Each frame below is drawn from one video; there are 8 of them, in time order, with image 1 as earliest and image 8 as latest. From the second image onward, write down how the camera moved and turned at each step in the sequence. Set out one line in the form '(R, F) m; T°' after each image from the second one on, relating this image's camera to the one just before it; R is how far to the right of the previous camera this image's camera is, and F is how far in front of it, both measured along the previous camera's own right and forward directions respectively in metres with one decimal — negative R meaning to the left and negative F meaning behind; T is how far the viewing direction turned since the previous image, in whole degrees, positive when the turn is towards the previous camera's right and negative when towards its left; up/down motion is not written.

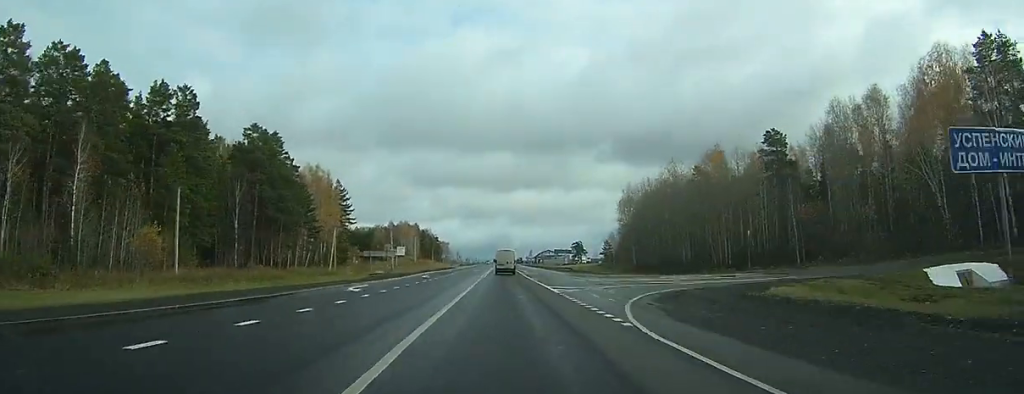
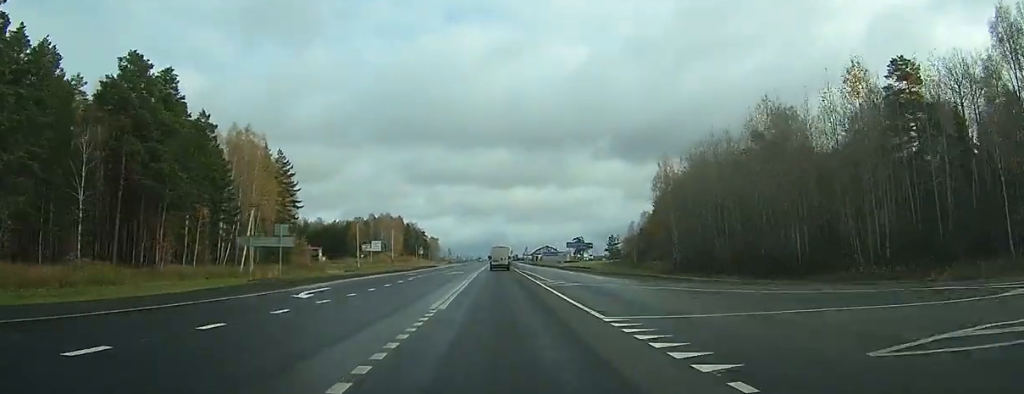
(+0.2, +36.0) m; 0°
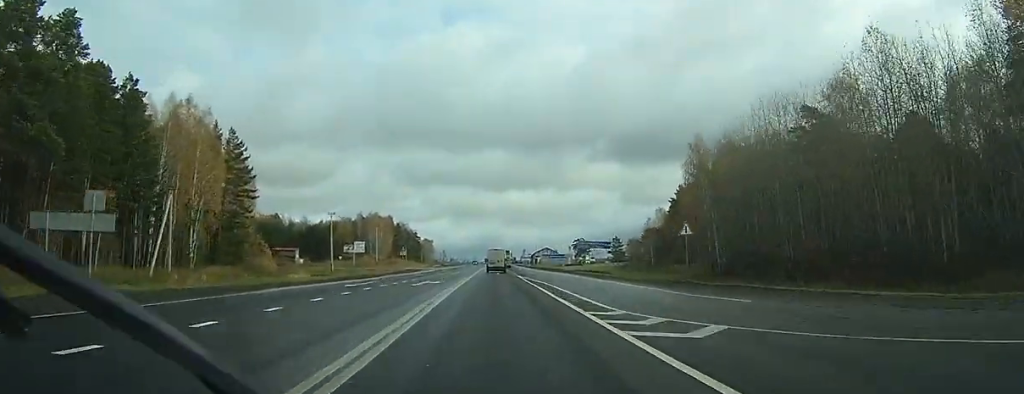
(+0.1, +19.2) m; 0°
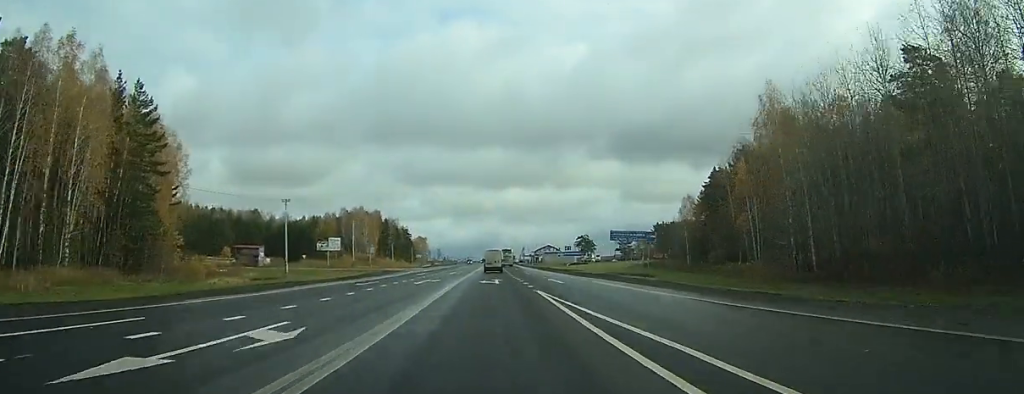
(0.0, +24.6) m; 0°
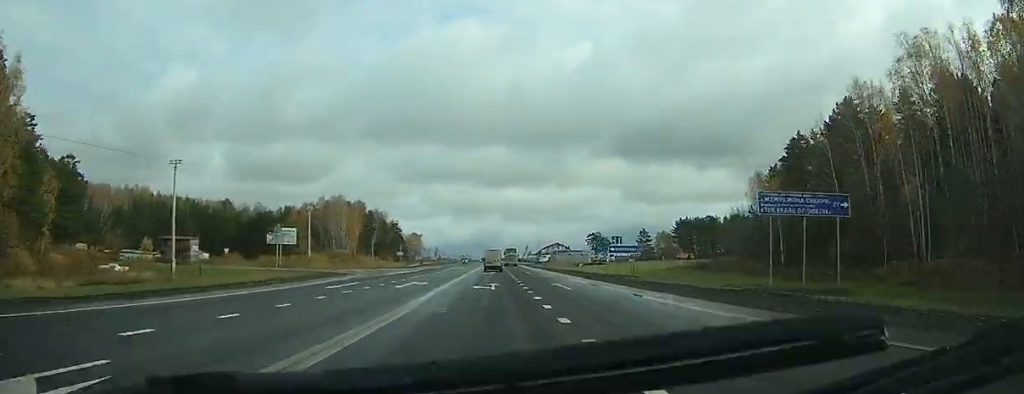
(+0.1, +35.7) m; 0°
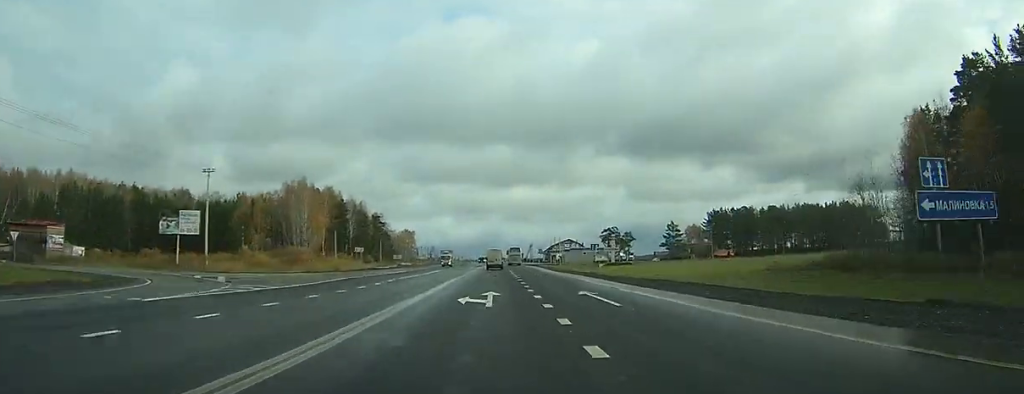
(+0.1, +42.4) m; 0°
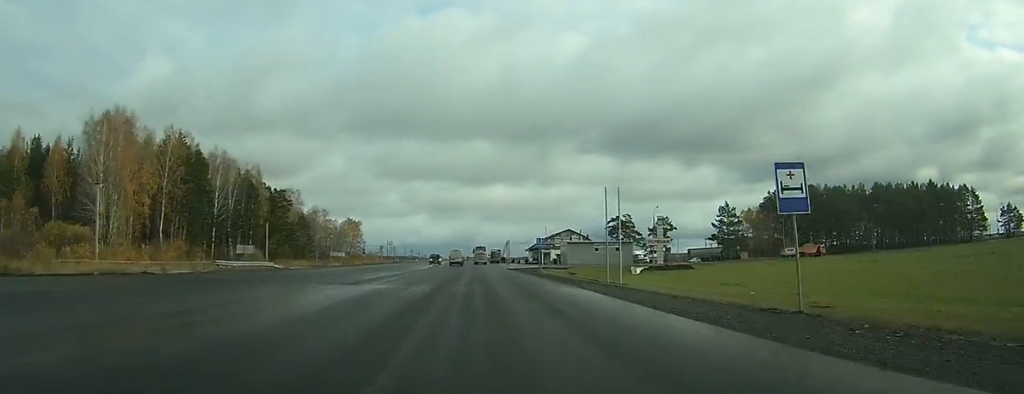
(+0.6, +76.9) m; +1°
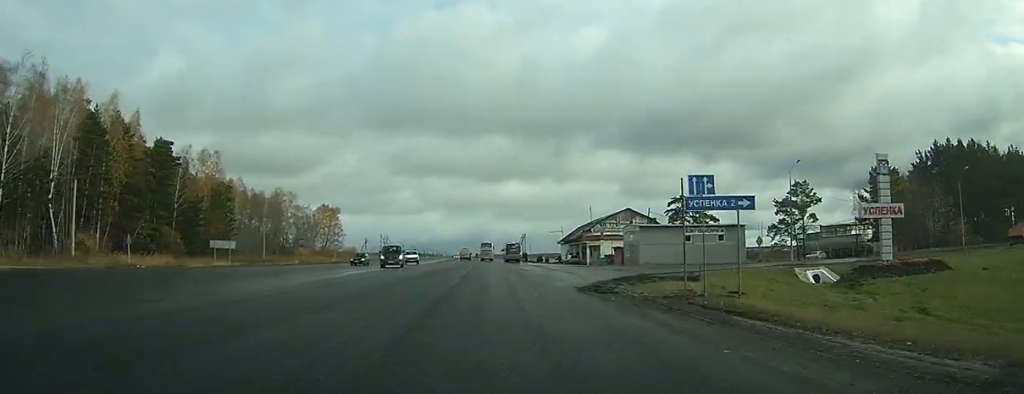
(+0.2, +56.6) m; +2°
